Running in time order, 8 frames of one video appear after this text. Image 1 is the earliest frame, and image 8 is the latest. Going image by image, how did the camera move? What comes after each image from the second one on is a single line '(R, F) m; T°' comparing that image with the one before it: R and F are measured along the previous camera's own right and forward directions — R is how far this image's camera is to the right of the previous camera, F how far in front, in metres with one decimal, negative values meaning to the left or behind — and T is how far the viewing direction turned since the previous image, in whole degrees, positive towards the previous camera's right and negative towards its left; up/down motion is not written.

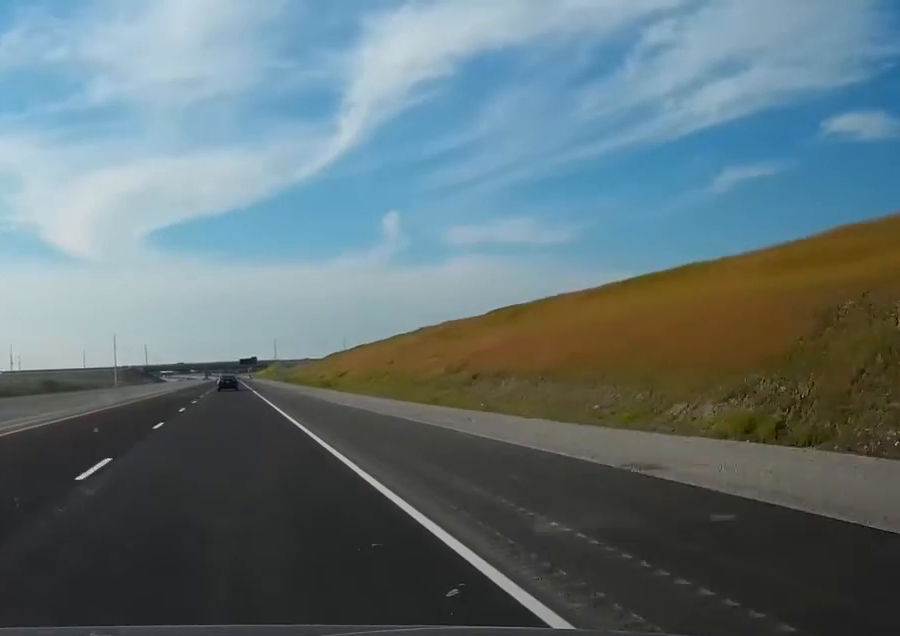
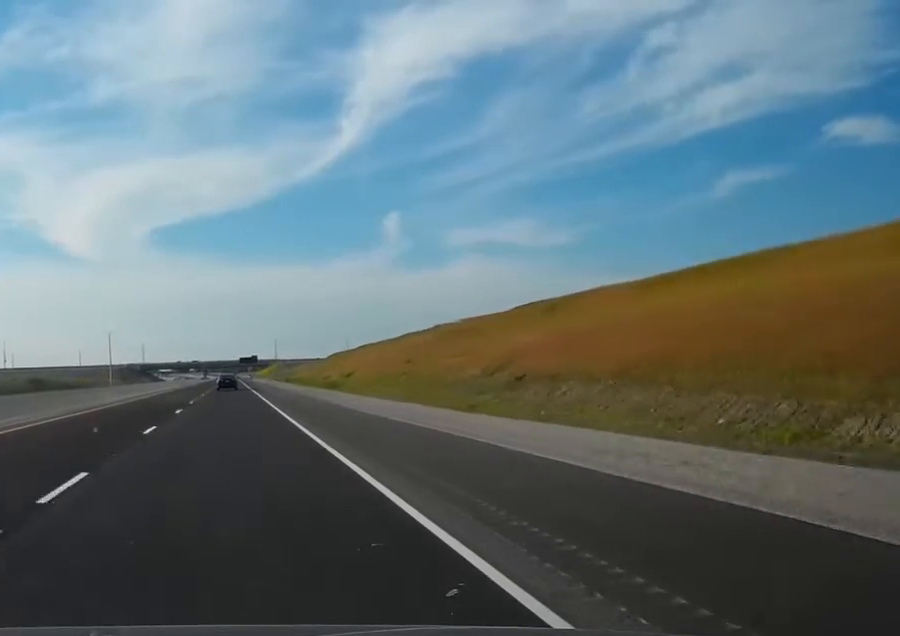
(0.0, +11.6) m; 0°
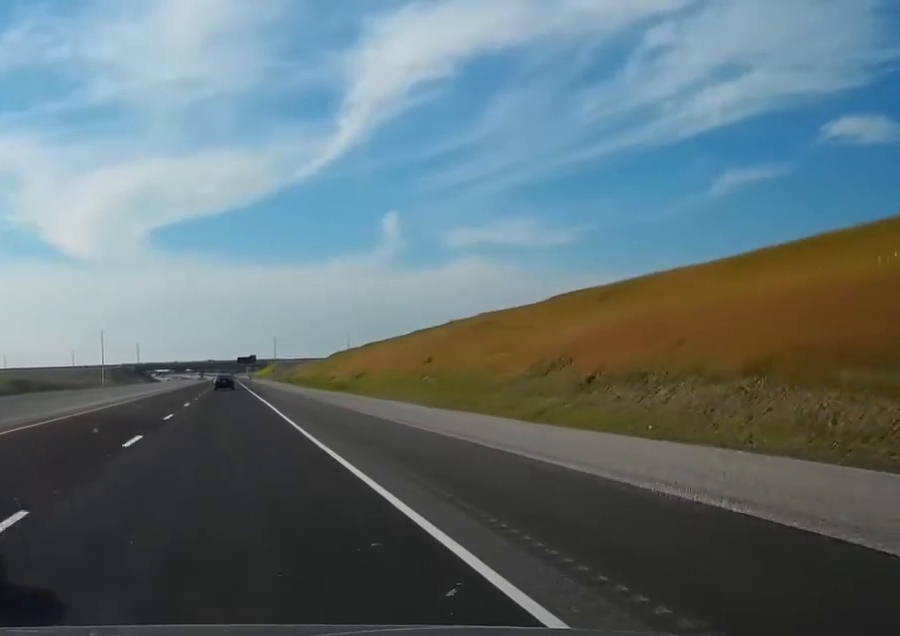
(0.0, +12.9) m; 0°
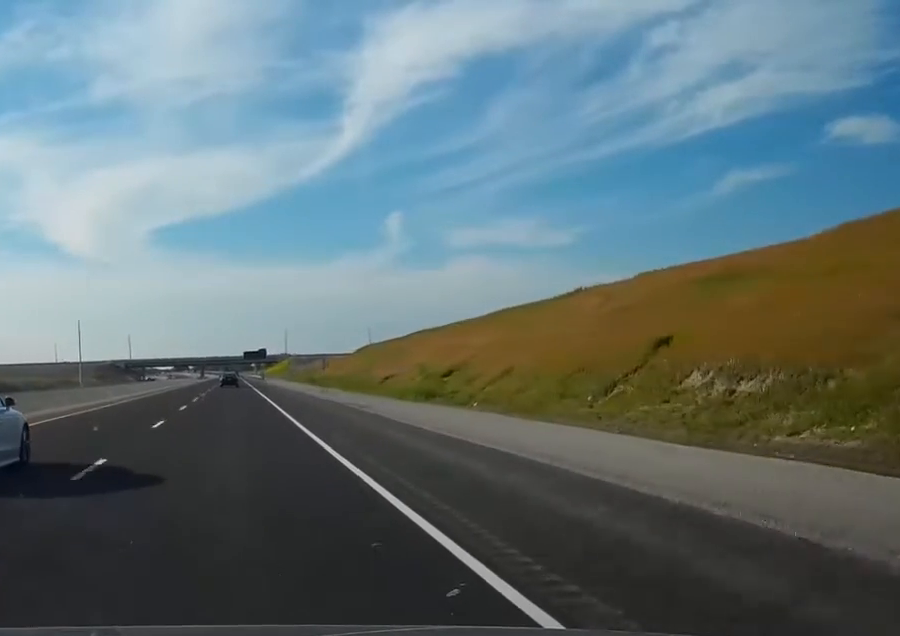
(-0.1, +62.6) m; 0°
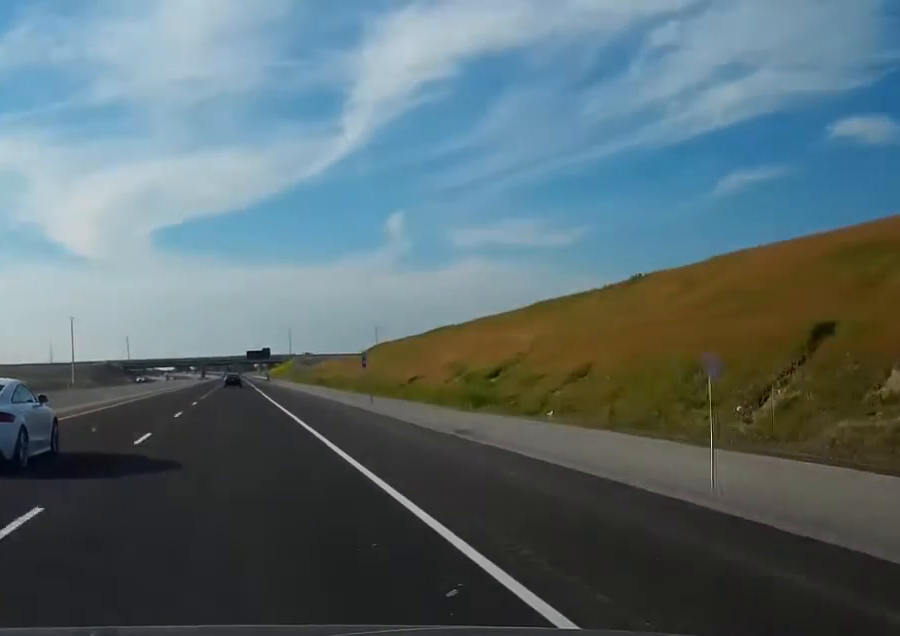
(0.0, +17.9) m; 0°
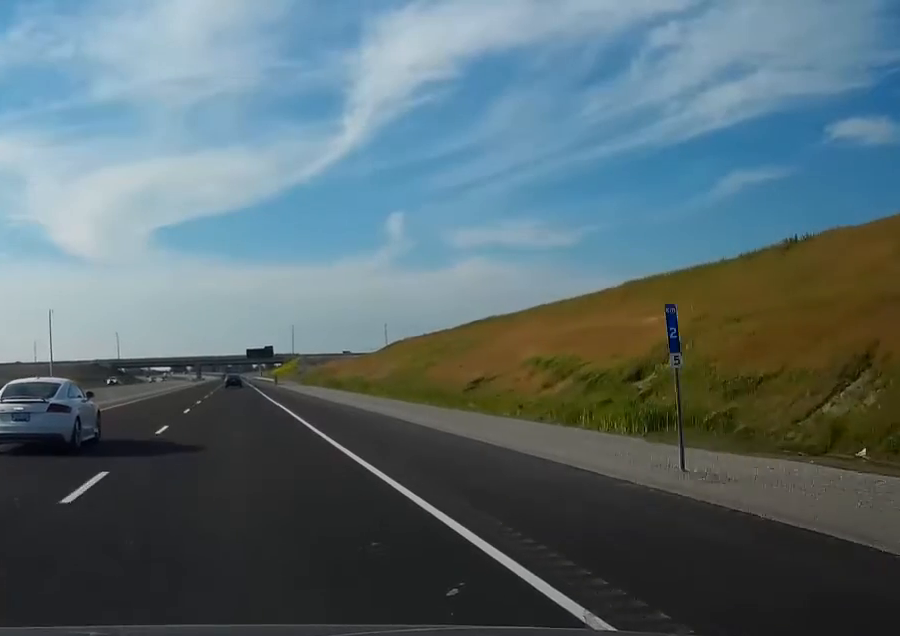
(0.0, +32.7) m; 0°
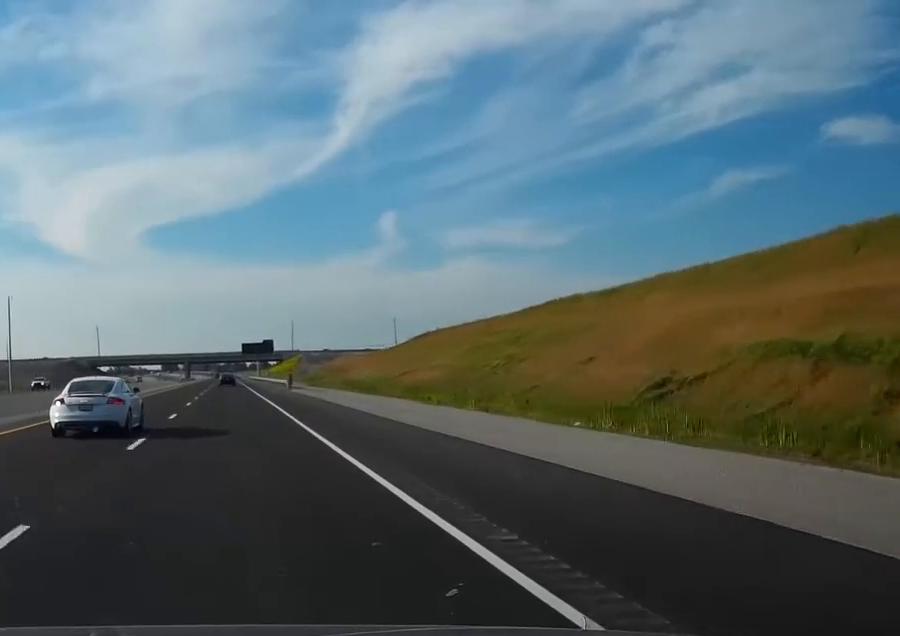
(0.0, +41.2) m; 0°
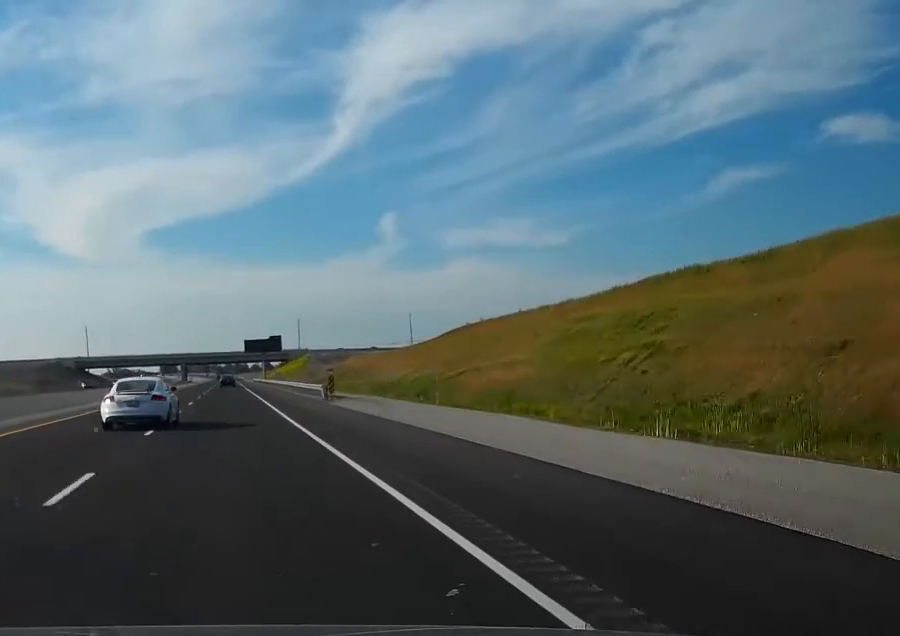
(+0.1, +31.5) m; 0°
